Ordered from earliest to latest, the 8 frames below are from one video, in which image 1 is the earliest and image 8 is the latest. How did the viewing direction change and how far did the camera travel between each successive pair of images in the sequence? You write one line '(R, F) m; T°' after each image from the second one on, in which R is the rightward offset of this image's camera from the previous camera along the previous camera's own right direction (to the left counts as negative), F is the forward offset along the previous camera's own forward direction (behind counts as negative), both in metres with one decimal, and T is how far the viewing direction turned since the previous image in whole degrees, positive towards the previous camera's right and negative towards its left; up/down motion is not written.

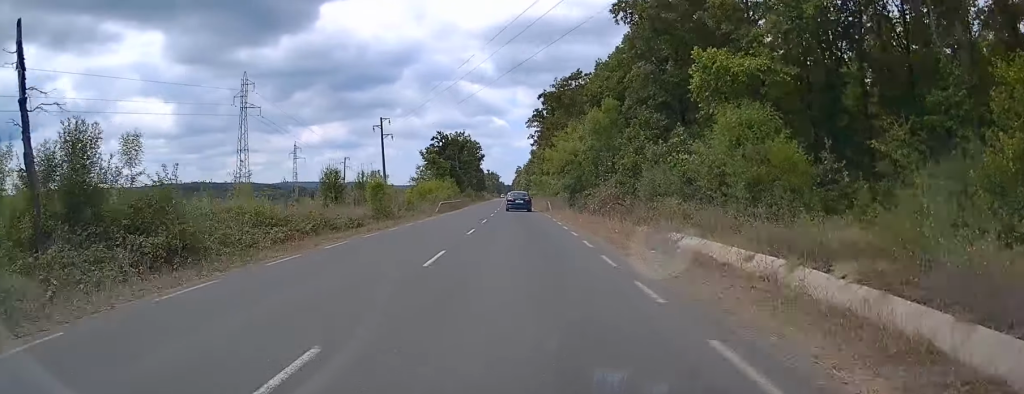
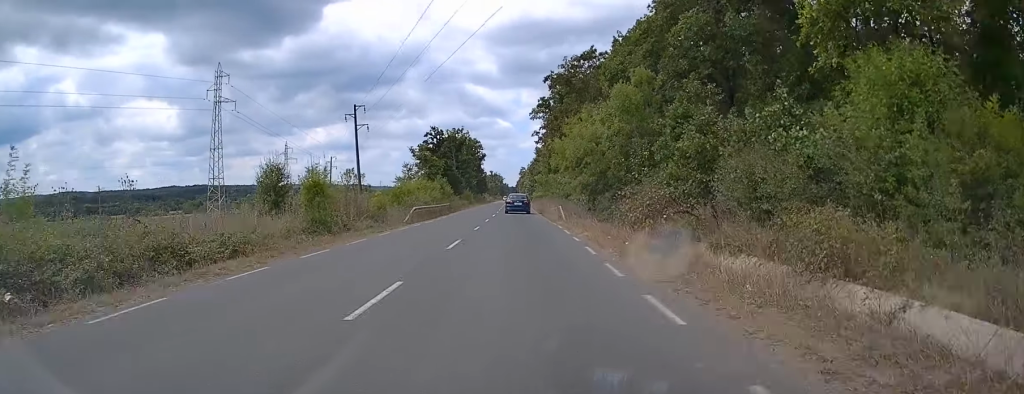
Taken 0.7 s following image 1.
(0.0, +13.6) m; -1°
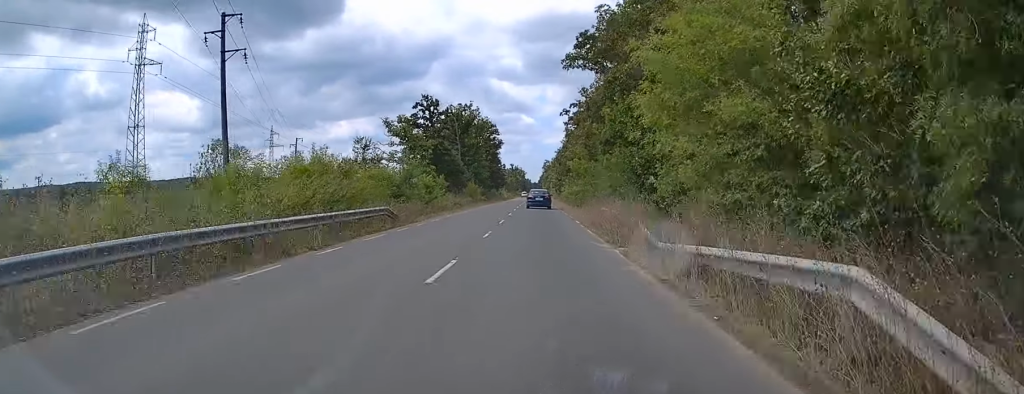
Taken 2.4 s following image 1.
(-0.8, +33.2) m; -2°
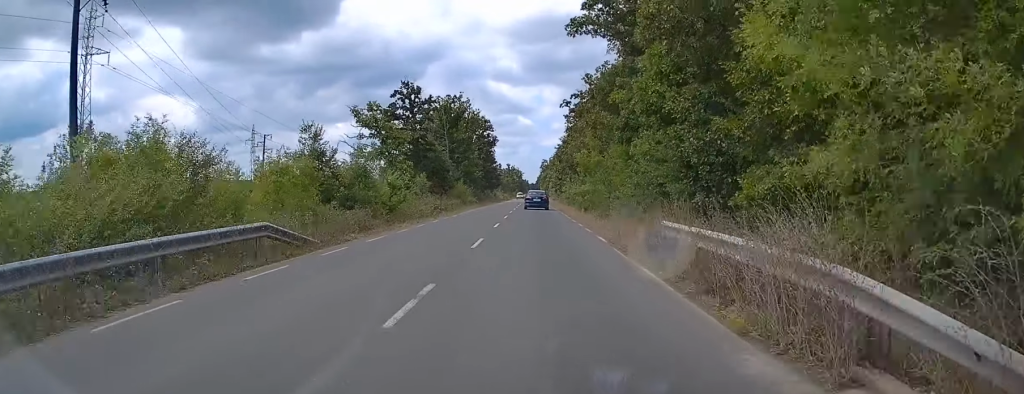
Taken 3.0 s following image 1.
(+0.1, +11.7) m; 0°
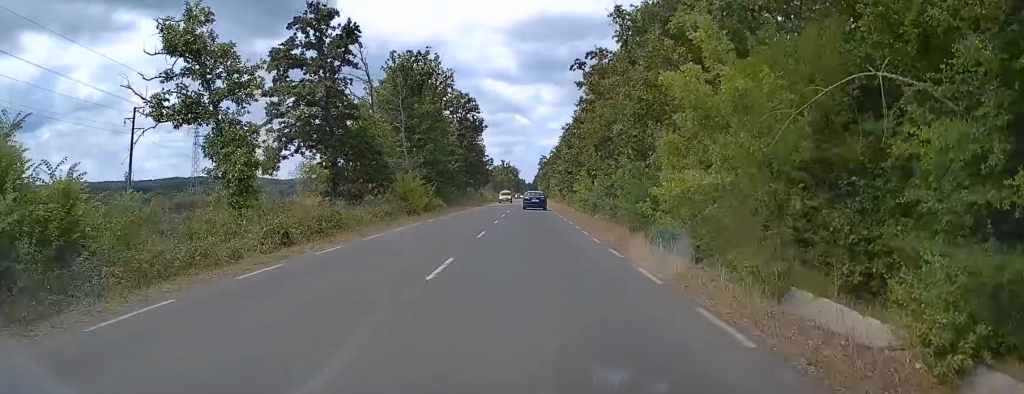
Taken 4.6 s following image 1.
(+0.3, +32.3) m; +1°
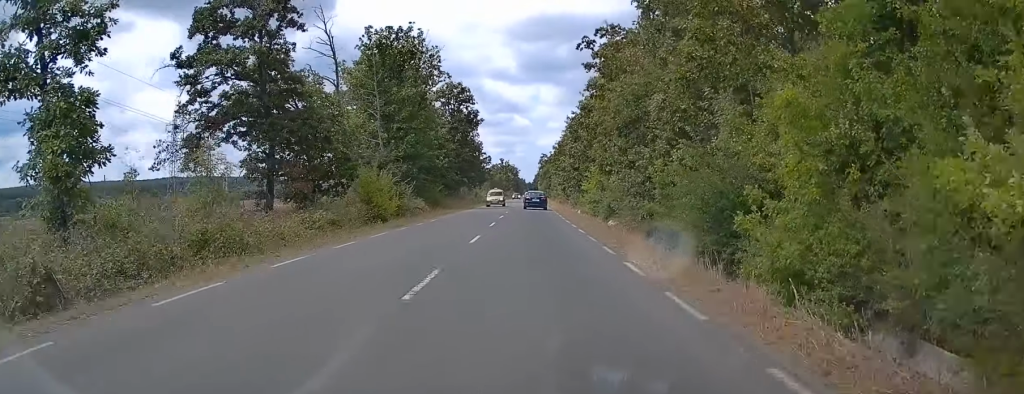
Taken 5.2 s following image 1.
(+0.2, +10.6) m; 0°
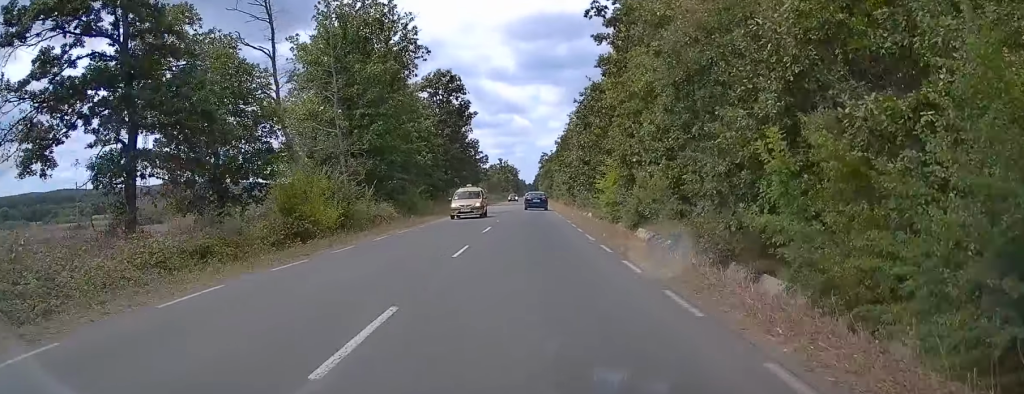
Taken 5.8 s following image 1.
(-0.3, +11.9) m; -1°
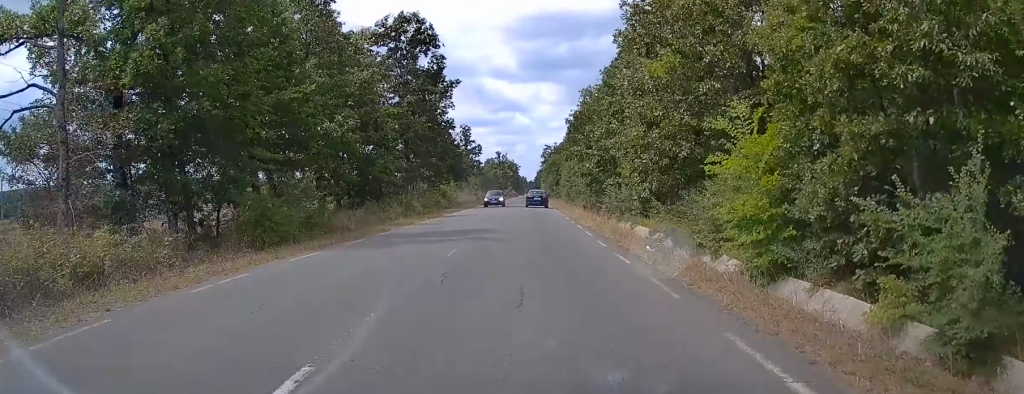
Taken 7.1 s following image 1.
(-0.2, +27.1) m; 0°
